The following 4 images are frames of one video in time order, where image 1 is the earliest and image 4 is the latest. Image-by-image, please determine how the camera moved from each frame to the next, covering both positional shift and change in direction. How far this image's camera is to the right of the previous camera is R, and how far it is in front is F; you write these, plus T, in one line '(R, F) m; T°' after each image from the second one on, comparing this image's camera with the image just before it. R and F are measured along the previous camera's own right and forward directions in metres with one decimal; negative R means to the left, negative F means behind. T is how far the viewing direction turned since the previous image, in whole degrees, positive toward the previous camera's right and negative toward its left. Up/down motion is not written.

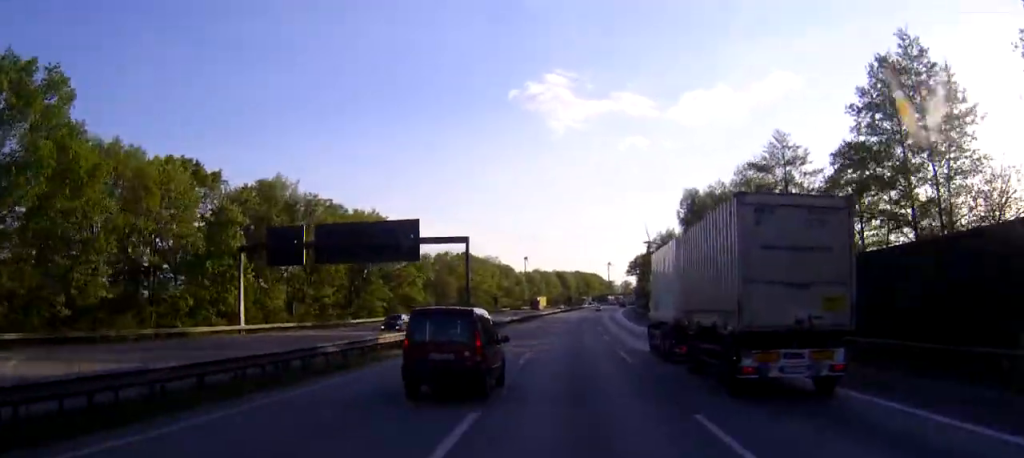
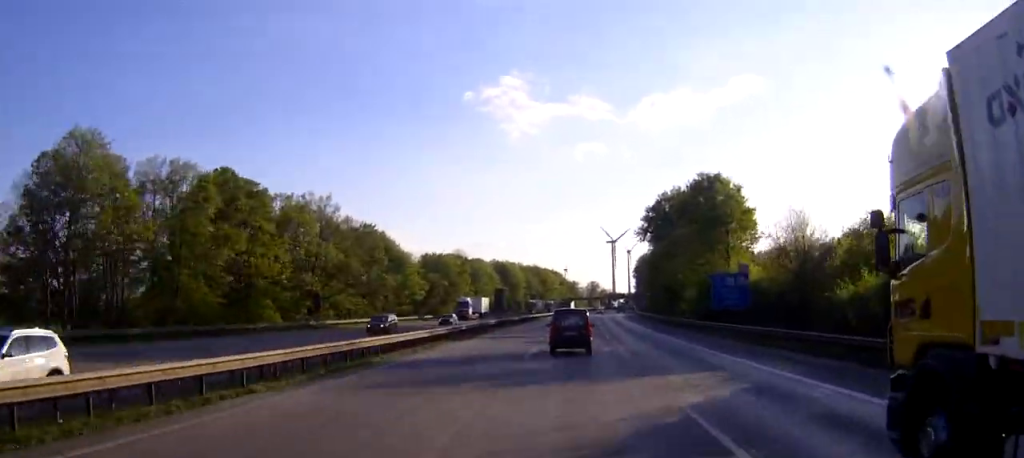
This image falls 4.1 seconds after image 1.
(+3.4, +123.2) m; +3°
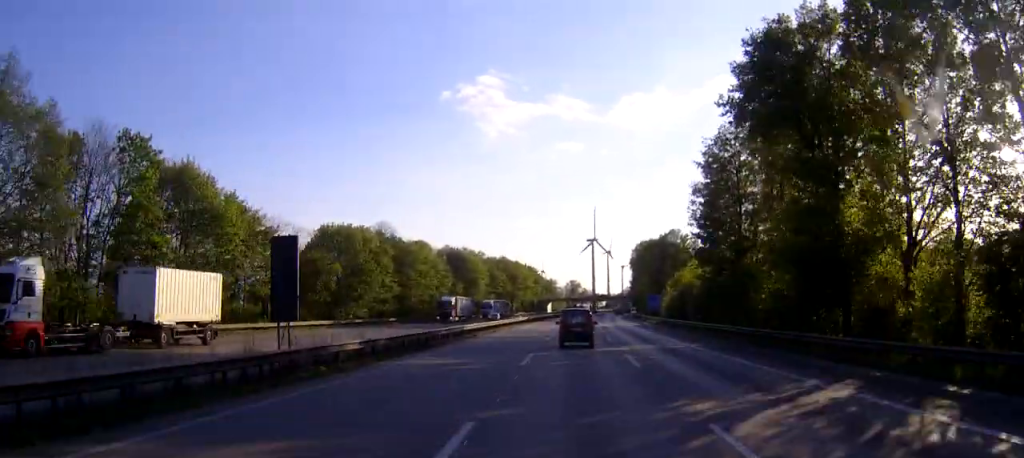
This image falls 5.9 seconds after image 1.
(+1.0, +56.5) m; +2°
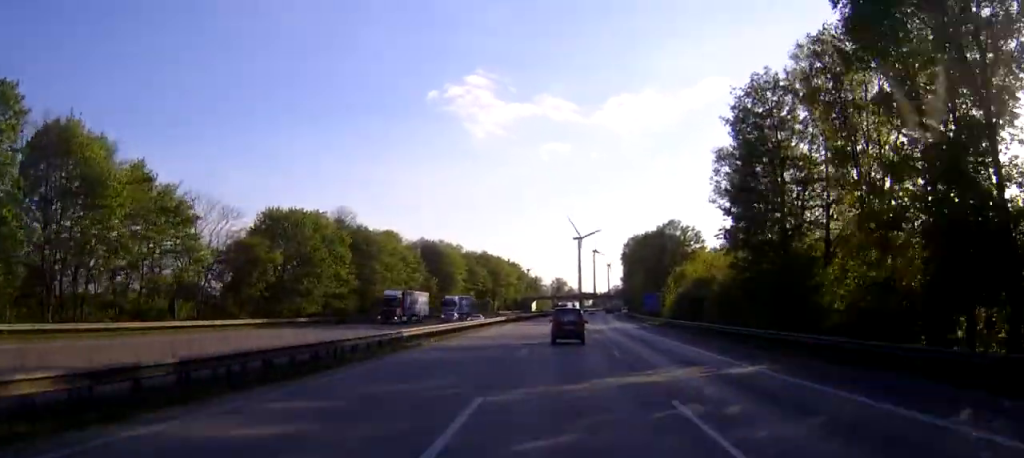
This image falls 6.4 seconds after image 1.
(0.0, +15.2) m; +1°
